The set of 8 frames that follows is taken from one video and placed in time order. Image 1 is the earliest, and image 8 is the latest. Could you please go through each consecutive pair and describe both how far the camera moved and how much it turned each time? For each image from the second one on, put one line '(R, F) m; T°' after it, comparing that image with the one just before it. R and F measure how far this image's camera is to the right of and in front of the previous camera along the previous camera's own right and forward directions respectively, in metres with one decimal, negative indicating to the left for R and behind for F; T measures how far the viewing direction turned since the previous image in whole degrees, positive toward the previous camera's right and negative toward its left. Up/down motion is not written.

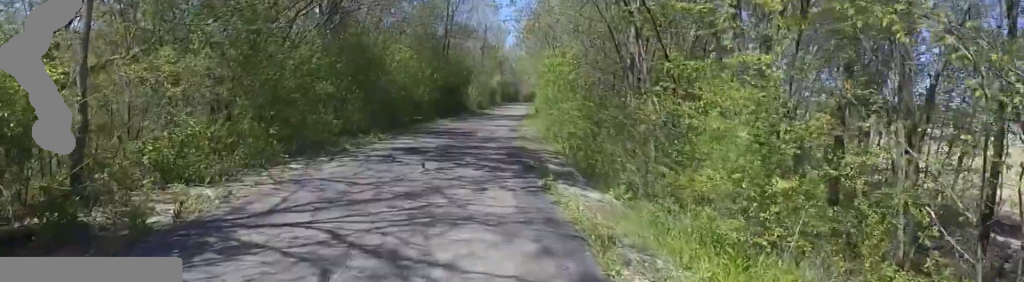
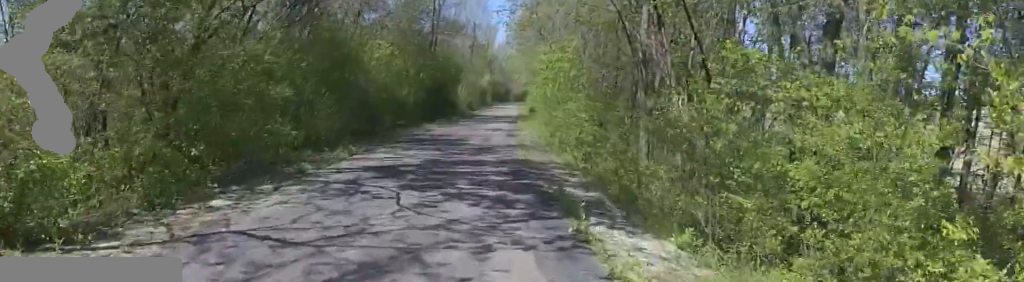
(0.0, +2.7) m; +4°
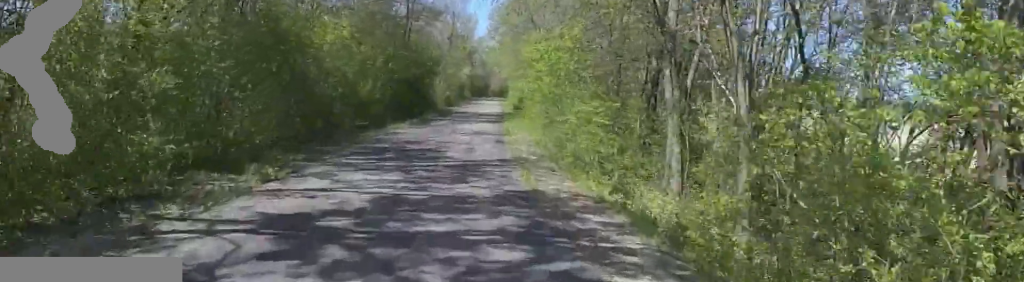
(-0.1, +4.1) m; +9°
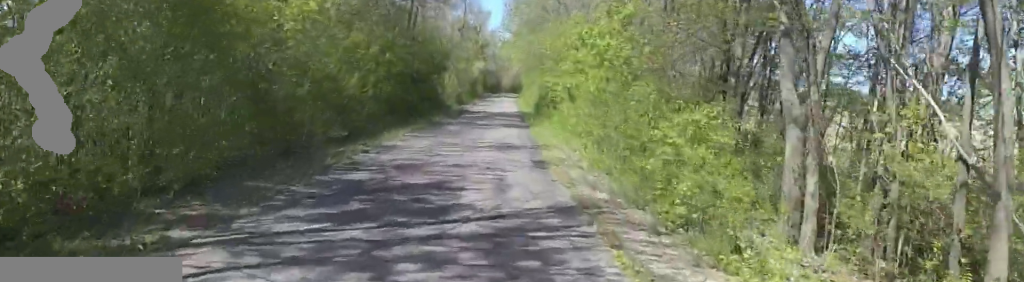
(+1.1, +4.3) m; 0°
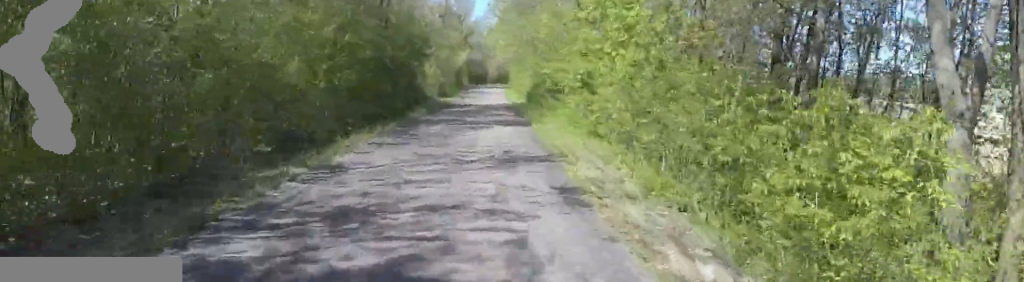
(-0.8, +3.5) m; 0°
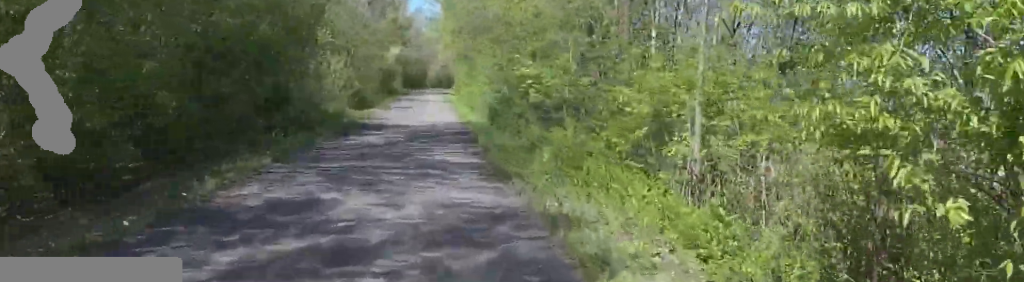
(-0.2, +10.6) m; -3°
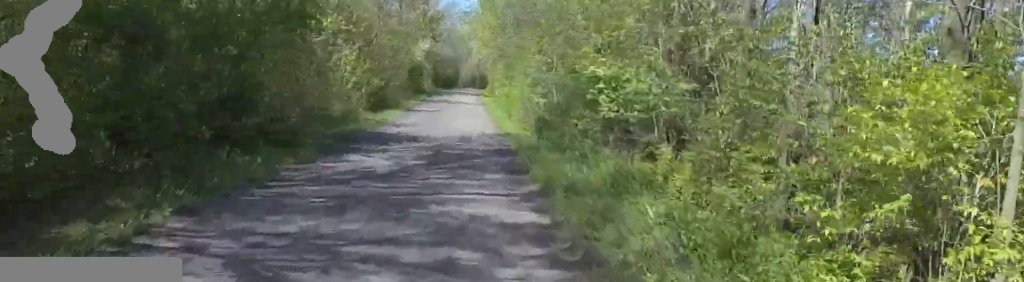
(+0.2, +3.7) m; +2°
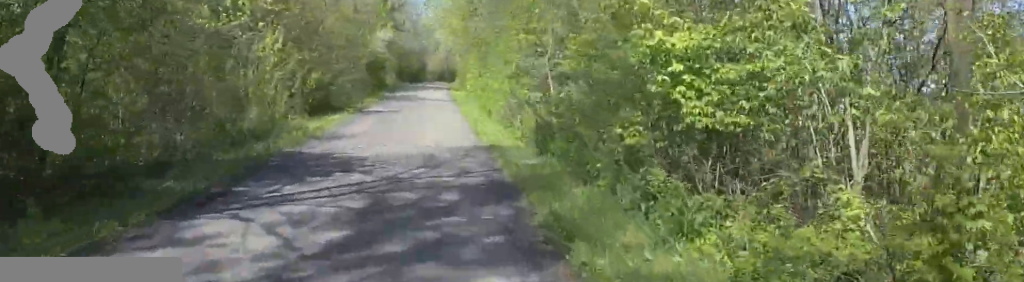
(+0.3, +4.4) m; +2°
